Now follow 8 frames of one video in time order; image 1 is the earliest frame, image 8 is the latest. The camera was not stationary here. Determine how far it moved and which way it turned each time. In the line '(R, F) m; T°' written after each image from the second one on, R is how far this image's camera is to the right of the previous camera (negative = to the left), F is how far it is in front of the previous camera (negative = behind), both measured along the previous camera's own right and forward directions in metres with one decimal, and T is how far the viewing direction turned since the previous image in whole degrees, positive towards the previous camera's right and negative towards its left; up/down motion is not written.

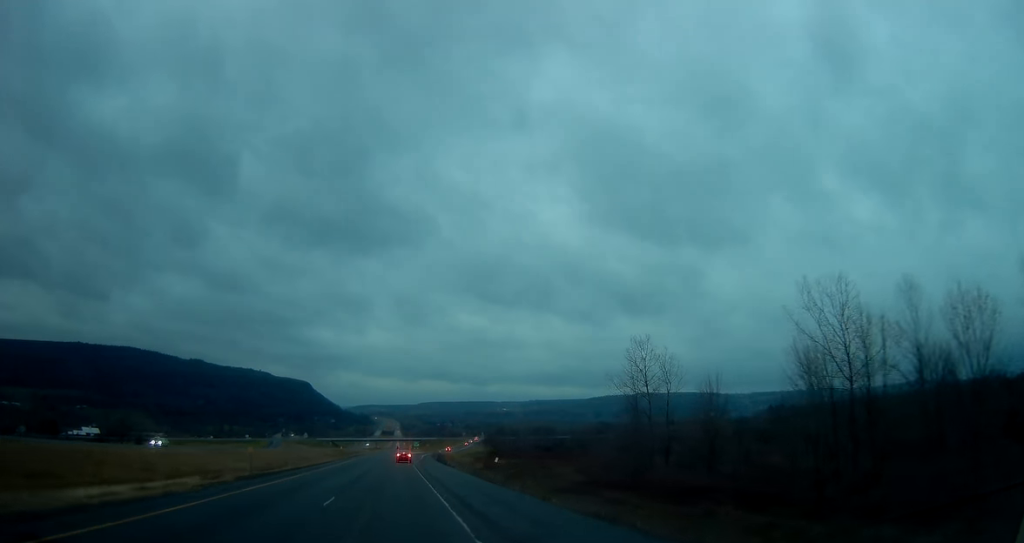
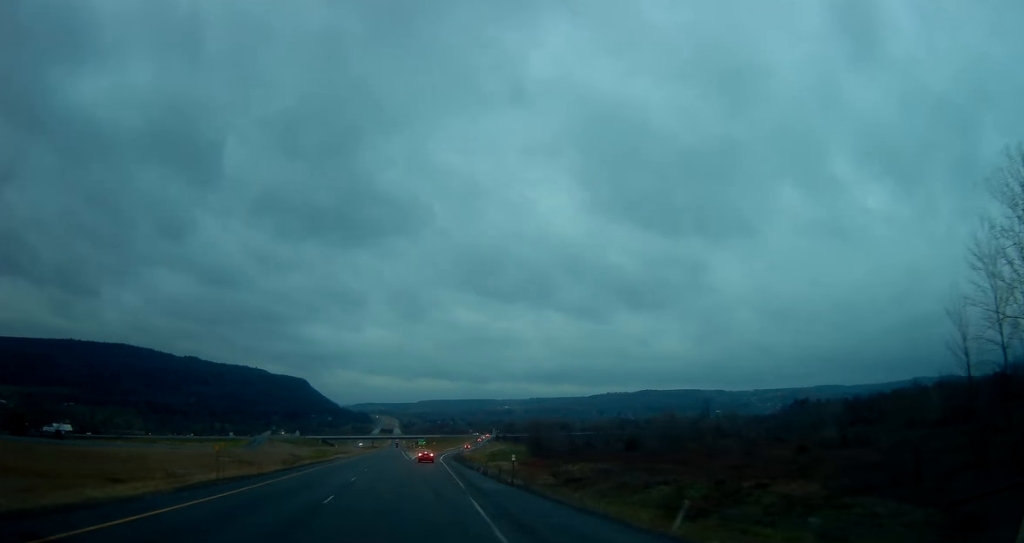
(+0.6, +61.1) m; +1°
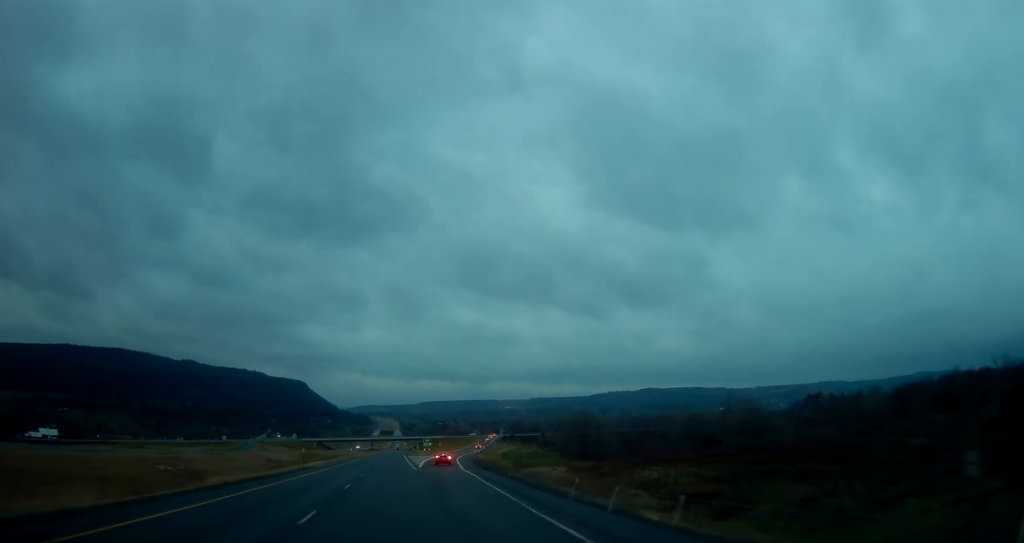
(0.0, +28.6) m; 0°
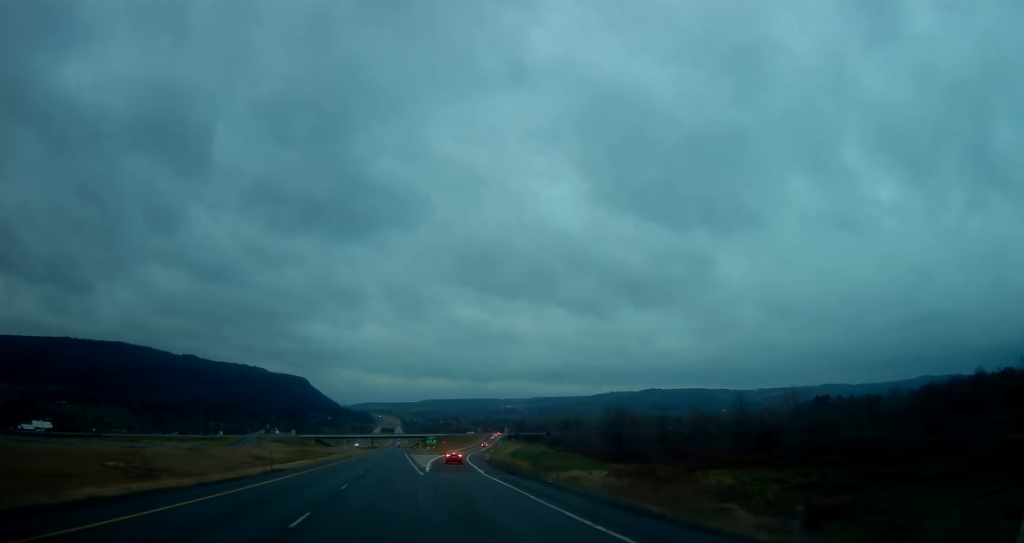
(0.0, +13.8) m; 0°
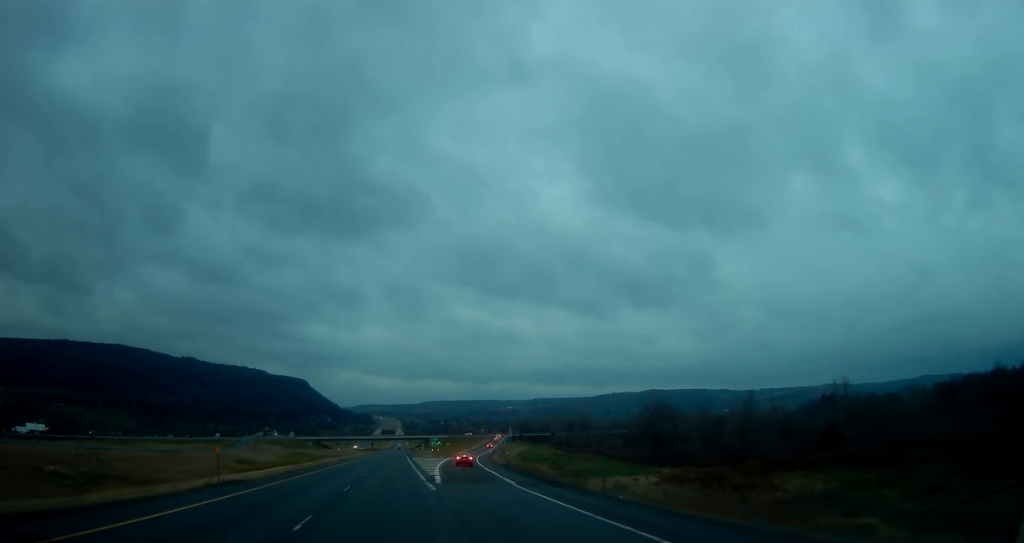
(0.0, +11.8) m; 0°
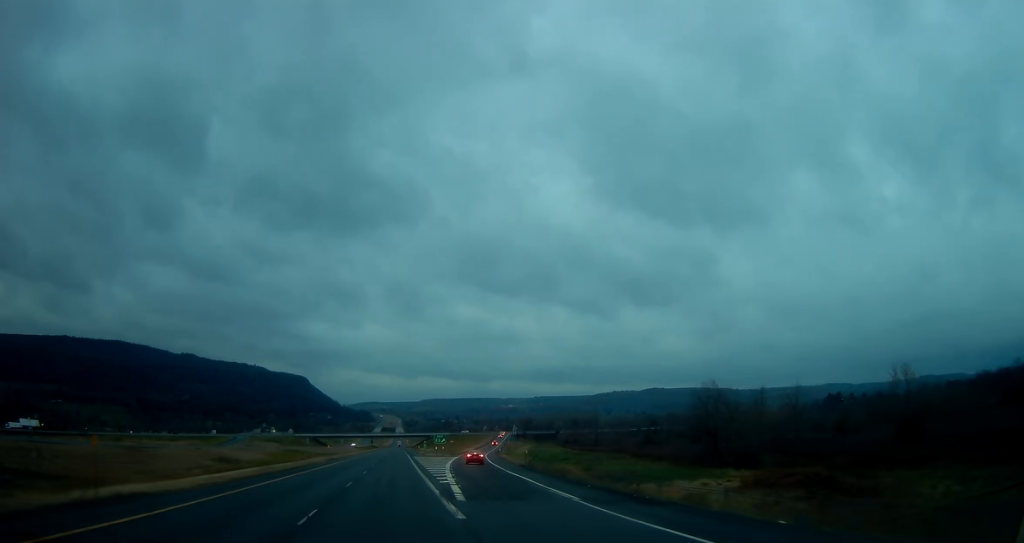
(-0.1, +11.8) m; 0°
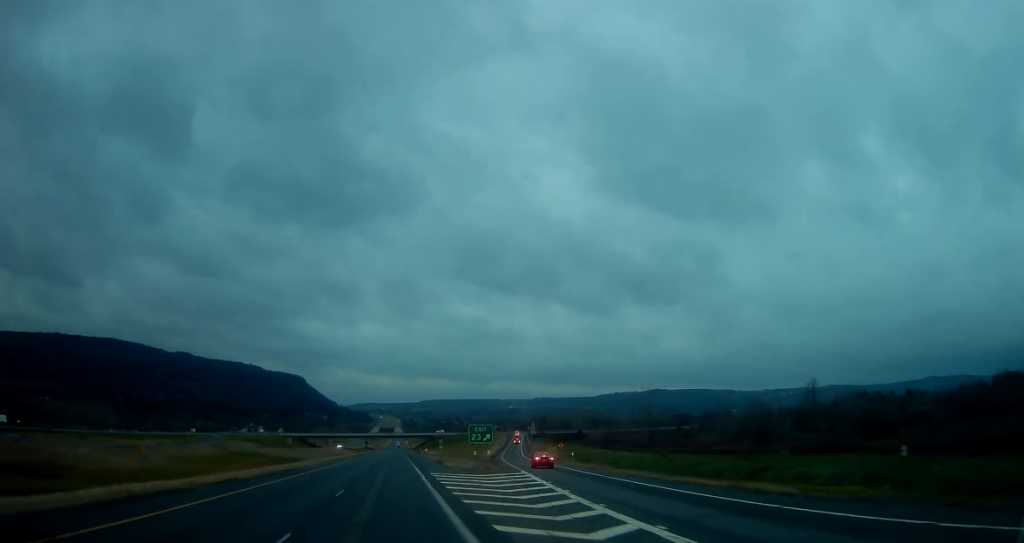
(+0.3, +53.2) m; +1°
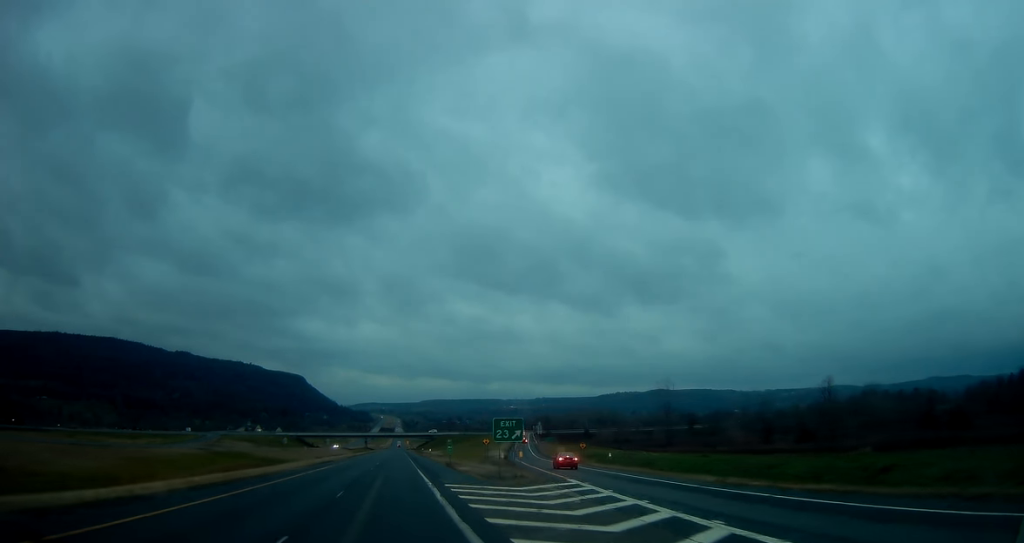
(0.0, +12.8) m; 0°
